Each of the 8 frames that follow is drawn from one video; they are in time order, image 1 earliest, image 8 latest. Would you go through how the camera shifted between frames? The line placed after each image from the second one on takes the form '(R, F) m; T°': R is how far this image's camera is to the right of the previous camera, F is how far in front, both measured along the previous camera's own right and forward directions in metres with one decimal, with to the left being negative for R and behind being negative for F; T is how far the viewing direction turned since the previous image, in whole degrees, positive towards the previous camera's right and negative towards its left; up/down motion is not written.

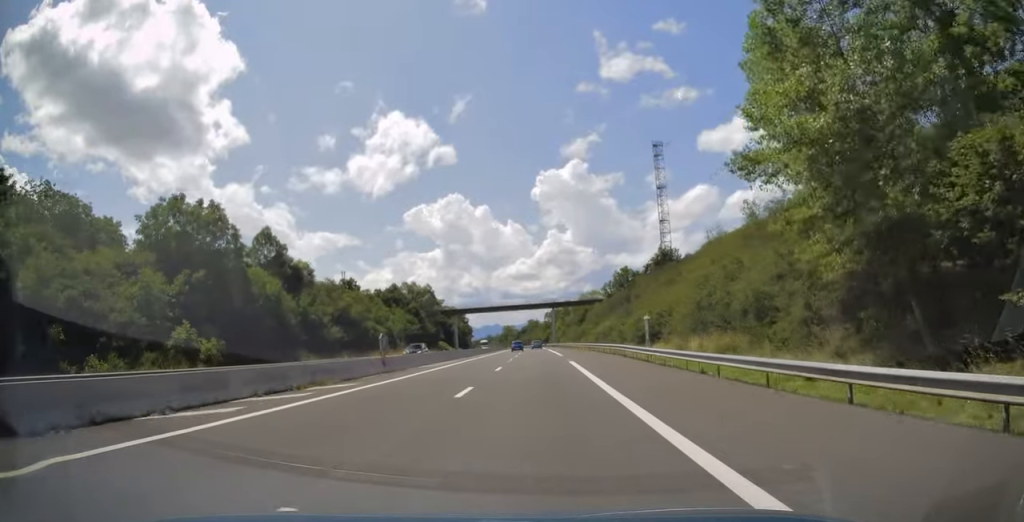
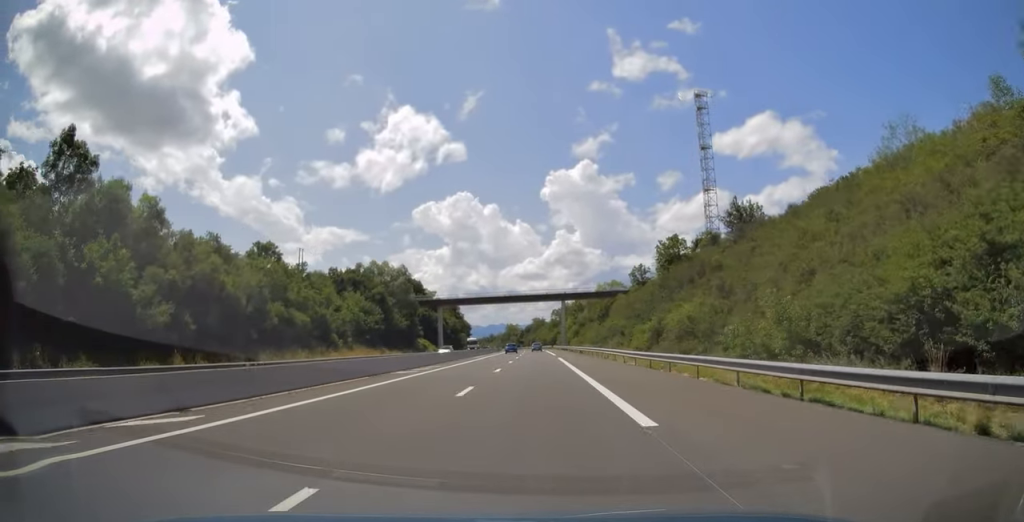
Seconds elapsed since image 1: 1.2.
(-0.1, +37.9) m; 0°
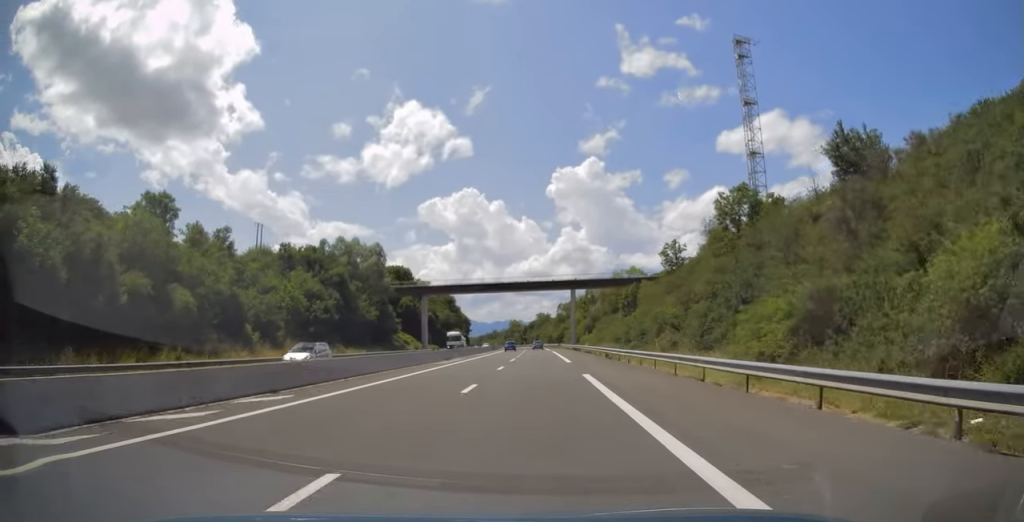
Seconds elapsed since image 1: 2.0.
(0.0, +25.1) m; -1°
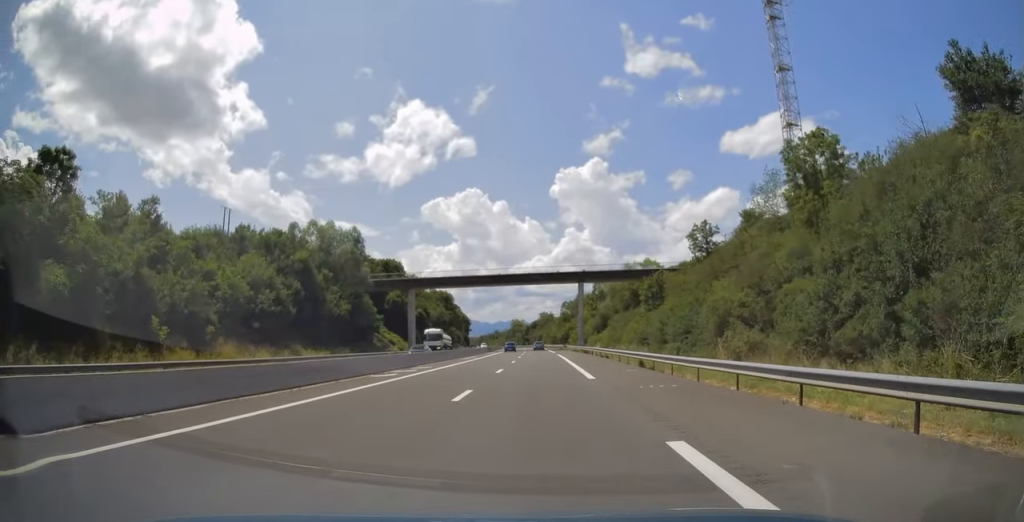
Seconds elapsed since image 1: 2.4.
(-0.1, +14.9) m; 0°
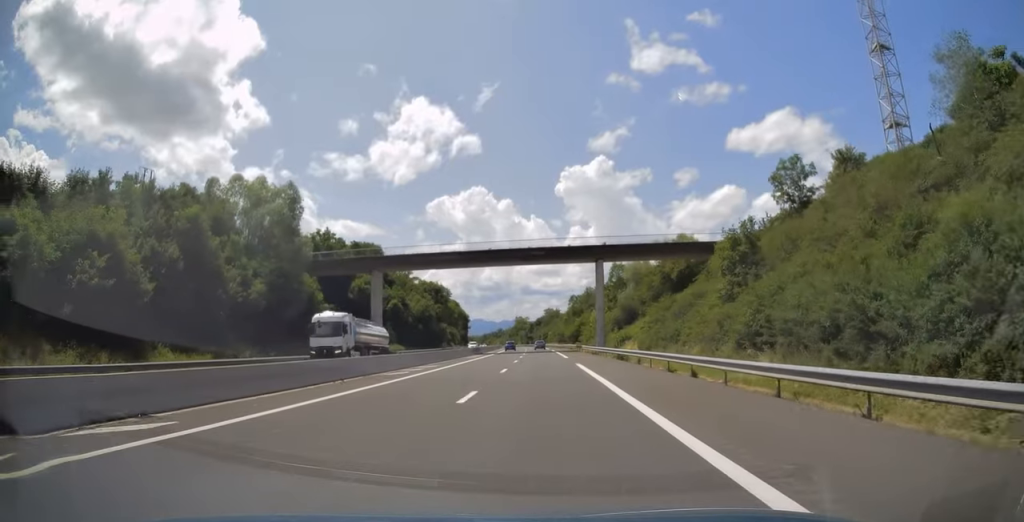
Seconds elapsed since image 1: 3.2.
(-0.3, +26.2) m; -1°
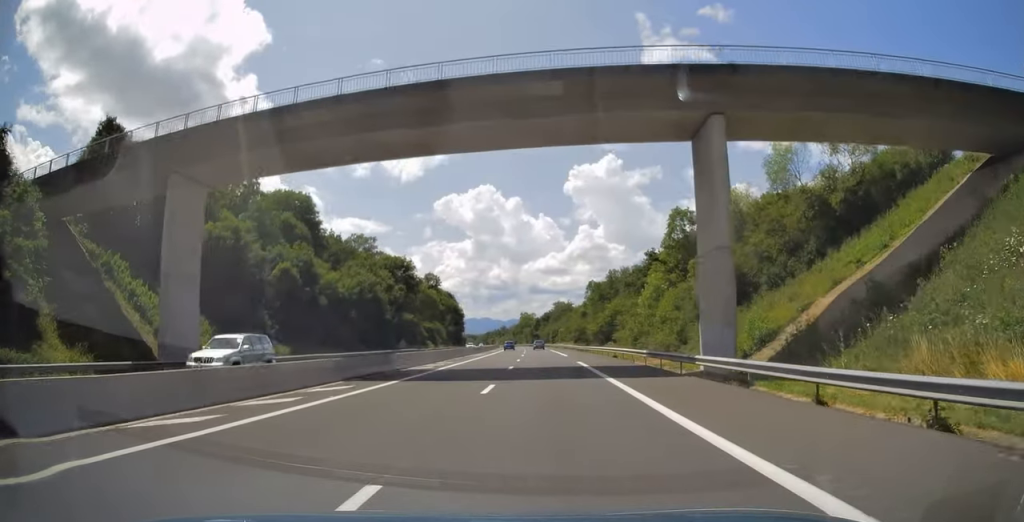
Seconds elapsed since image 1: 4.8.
(0.0, +49.2) m; -1°
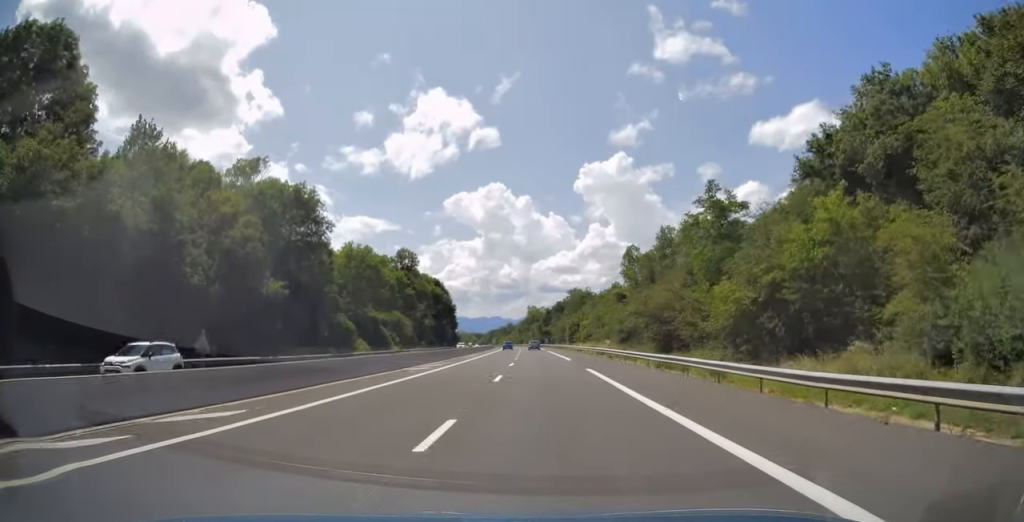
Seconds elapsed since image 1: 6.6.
(-0.8, +59.5) m; -1°
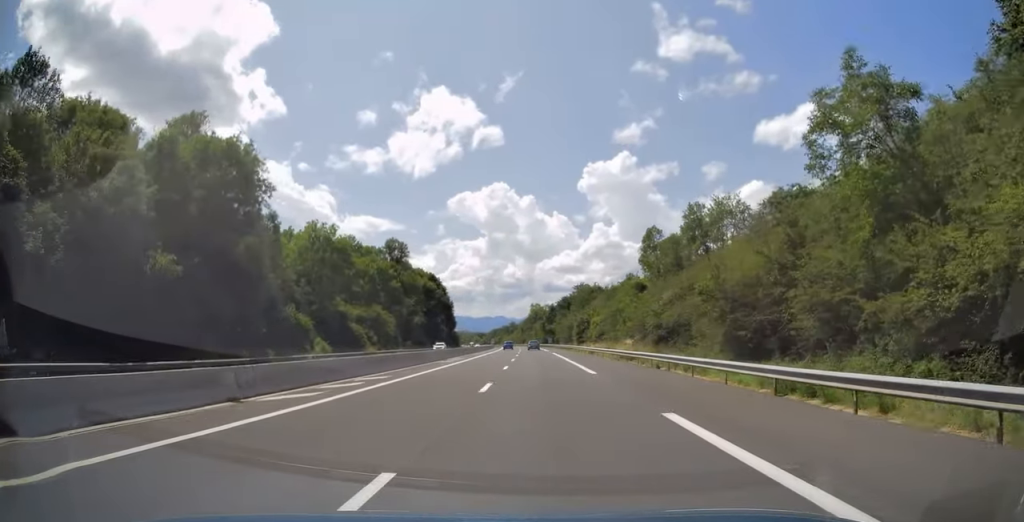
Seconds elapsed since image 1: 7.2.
(+0.1, +17.2) m; 0°
